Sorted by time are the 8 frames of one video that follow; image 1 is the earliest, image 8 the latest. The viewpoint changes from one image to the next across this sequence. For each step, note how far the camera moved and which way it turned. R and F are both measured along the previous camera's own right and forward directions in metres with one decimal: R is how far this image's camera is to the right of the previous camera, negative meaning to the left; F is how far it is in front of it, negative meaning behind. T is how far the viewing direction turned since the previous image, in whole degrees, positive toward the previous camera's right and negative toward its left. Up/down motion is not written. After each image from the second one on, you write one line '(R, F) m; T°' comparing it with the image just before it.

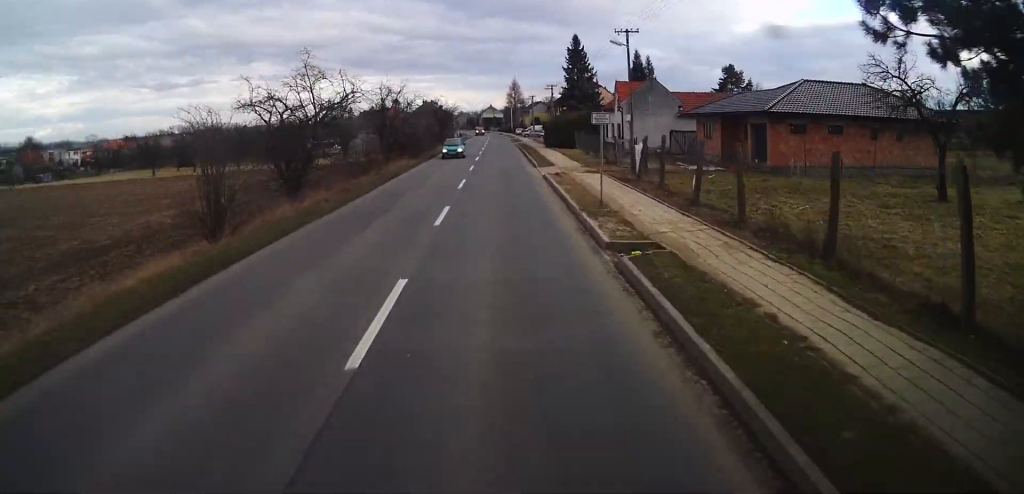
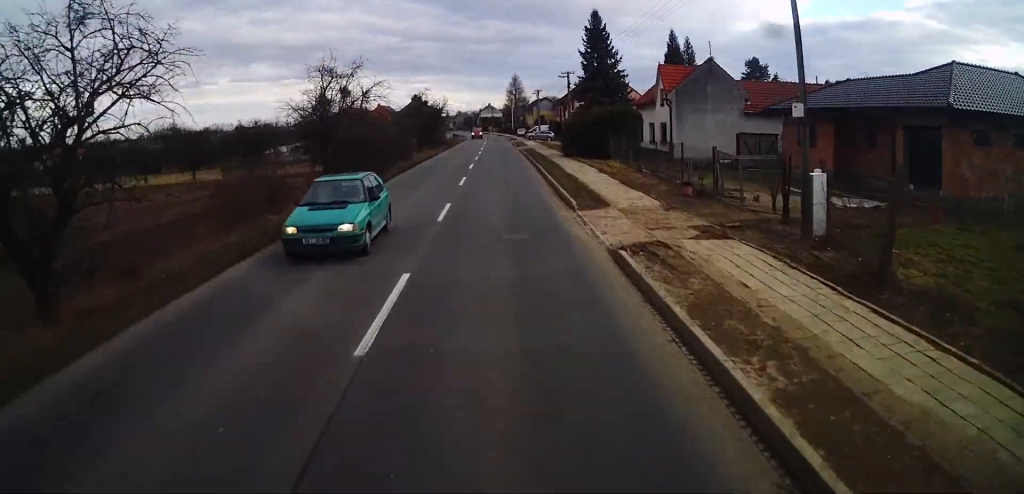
(+0.3, +18.3) m; 0°
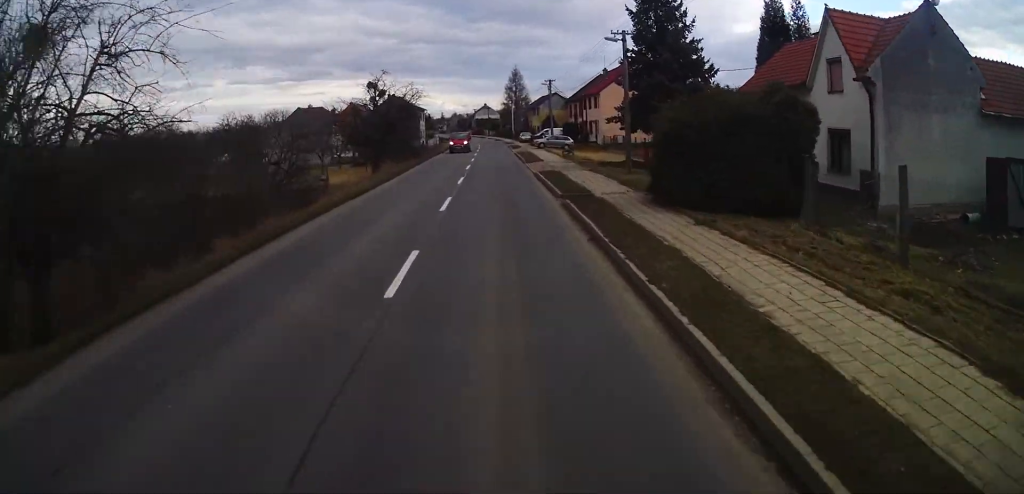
(-0.2, +25.1) m; 0°
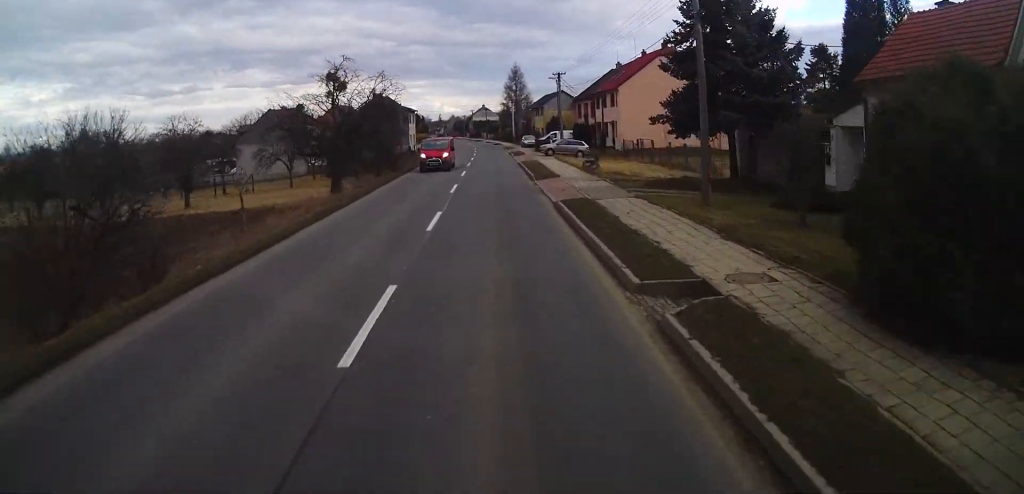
(+0.1, +11.3) m; 0°
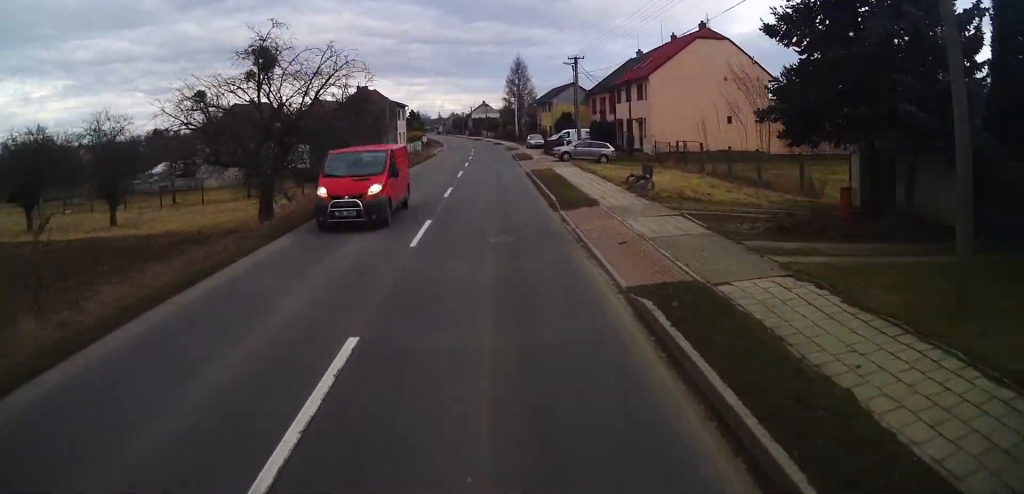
(-0.1, +11.3) m; 0°
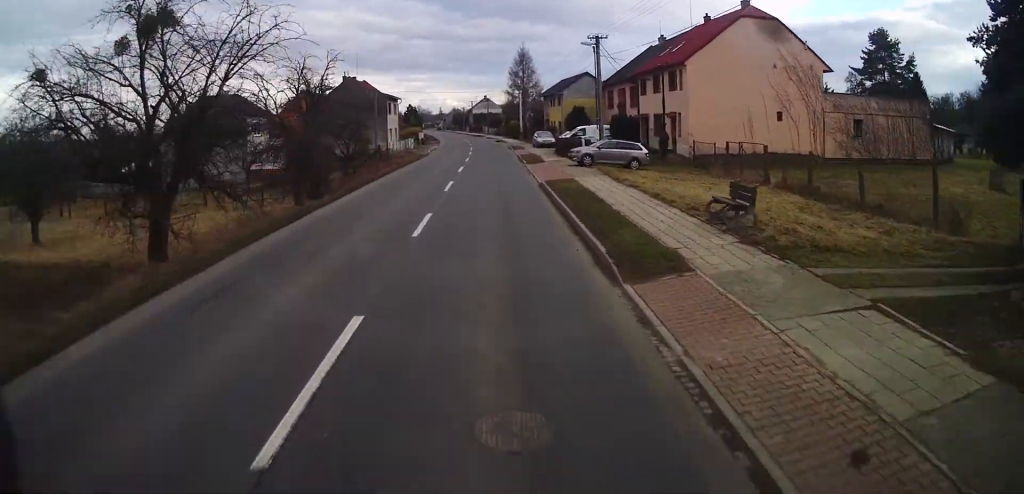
(0.0, +8.7) m; 0°
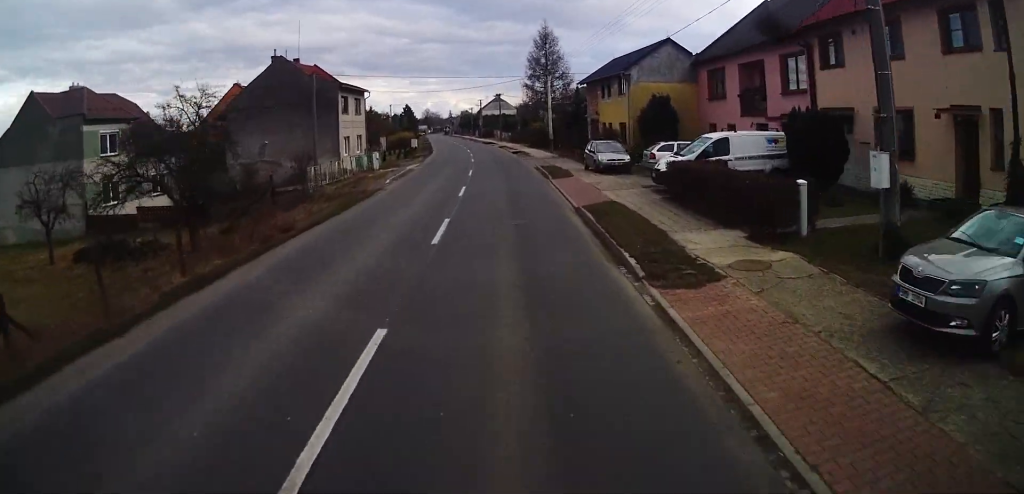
(-0.1, +26.9) m; 0°
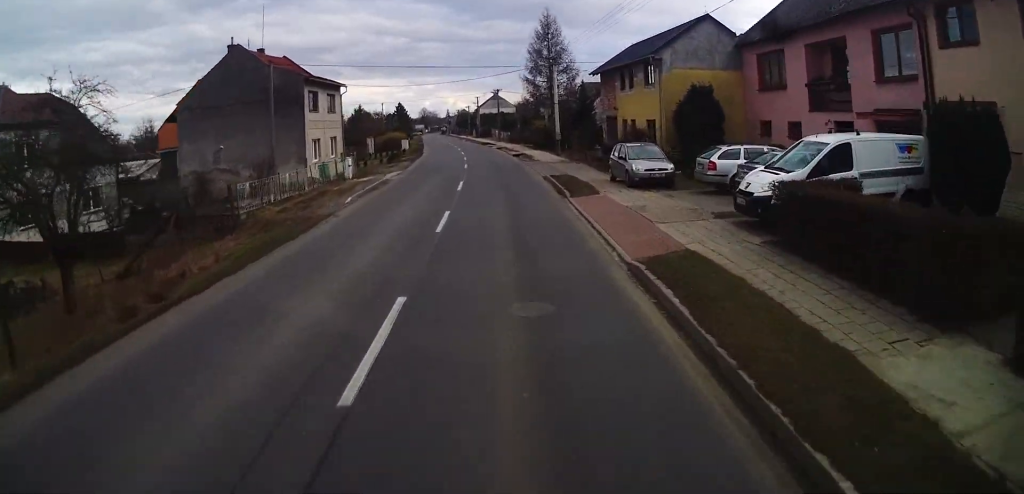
(+0.2, +7.5) m; 0°
